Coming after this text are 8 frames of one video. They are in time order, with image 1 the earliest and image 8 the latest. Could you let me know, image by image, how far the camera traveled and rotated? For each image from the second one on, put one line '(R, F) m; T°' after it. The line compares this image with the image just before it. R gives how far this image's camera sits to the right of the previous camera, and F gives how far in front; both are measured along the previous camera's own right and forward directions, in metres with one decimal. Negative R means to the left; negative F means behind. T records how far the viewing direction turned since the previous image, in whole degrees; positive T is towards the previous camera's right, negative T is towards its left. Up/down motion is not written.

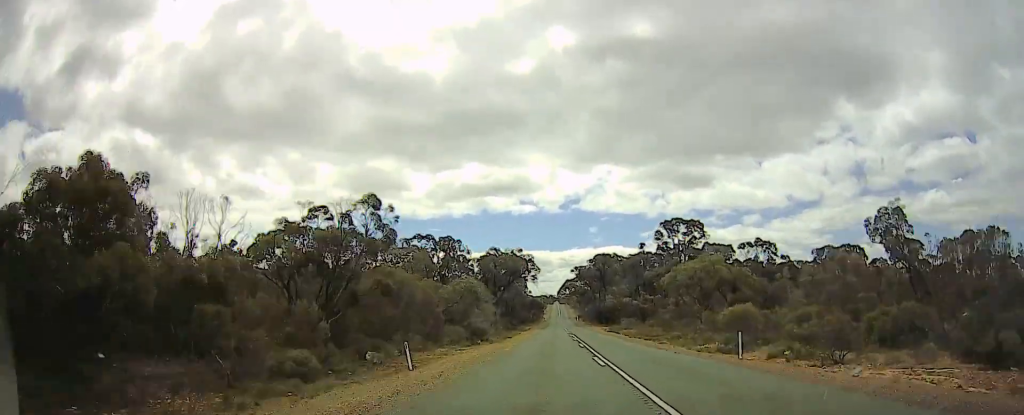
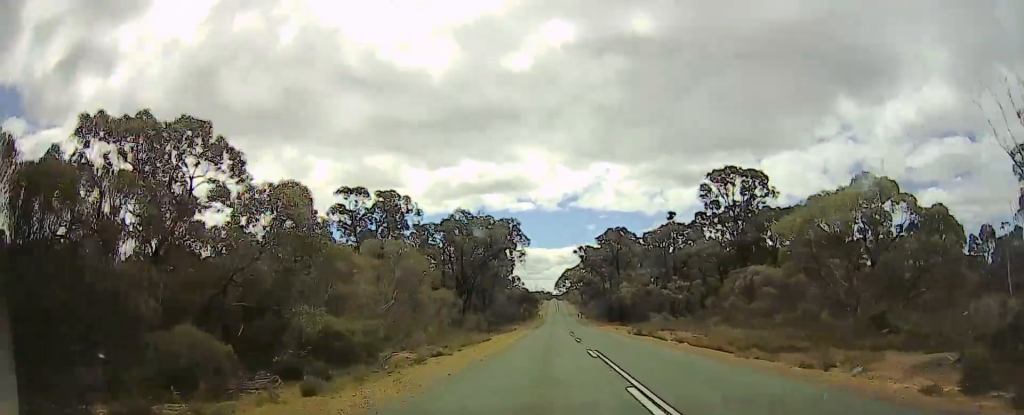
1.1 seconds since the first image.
(+0.1, +34.0) m; +1°
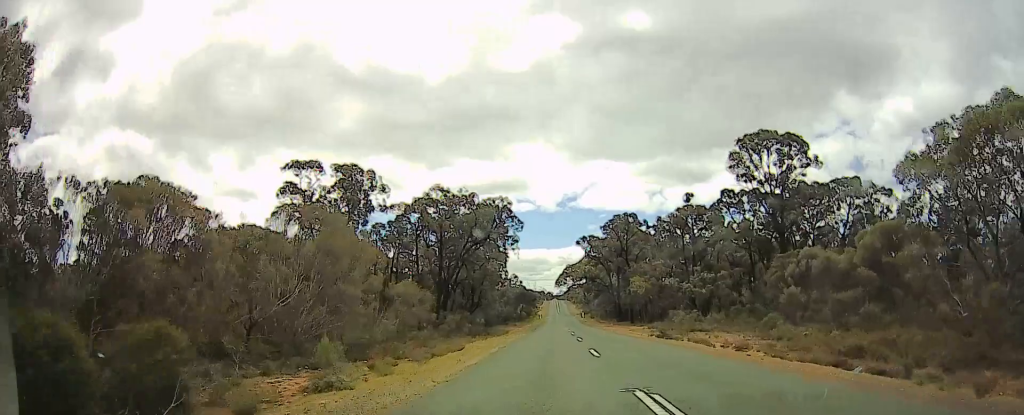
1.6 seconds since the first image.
(-0.2, +13.0) m; +1°
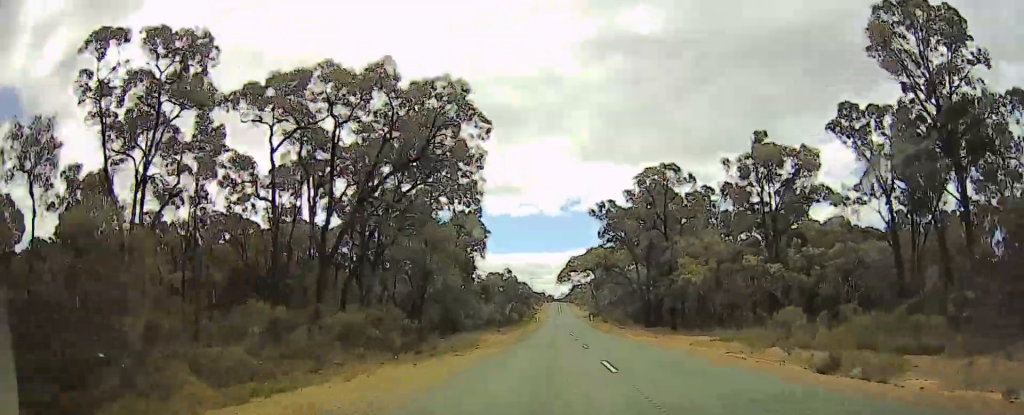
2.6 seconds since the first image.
(+0.7, +28.8) m; 0°
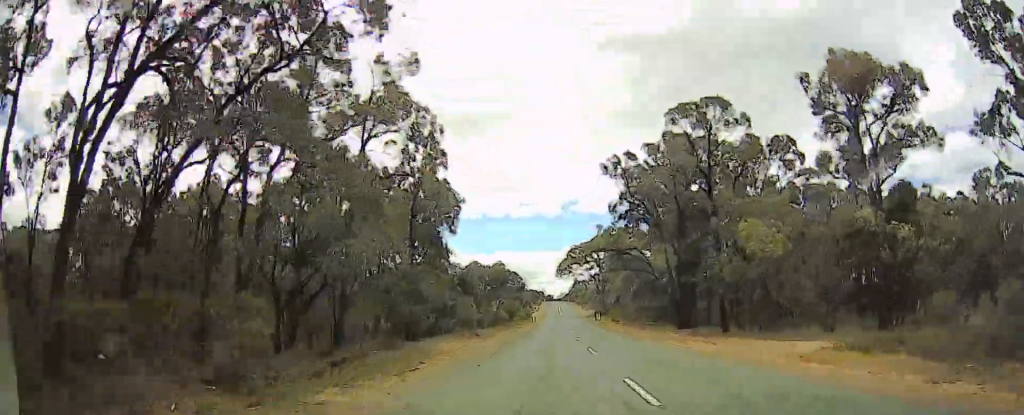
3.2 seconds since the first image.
(-0.5, +16.6) m; -1°
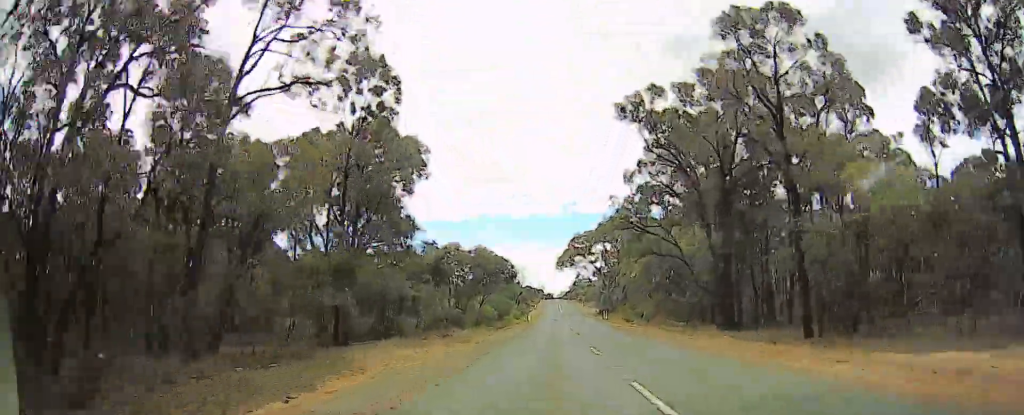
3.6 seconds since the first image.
(-0.2, +12.8) m; -1°
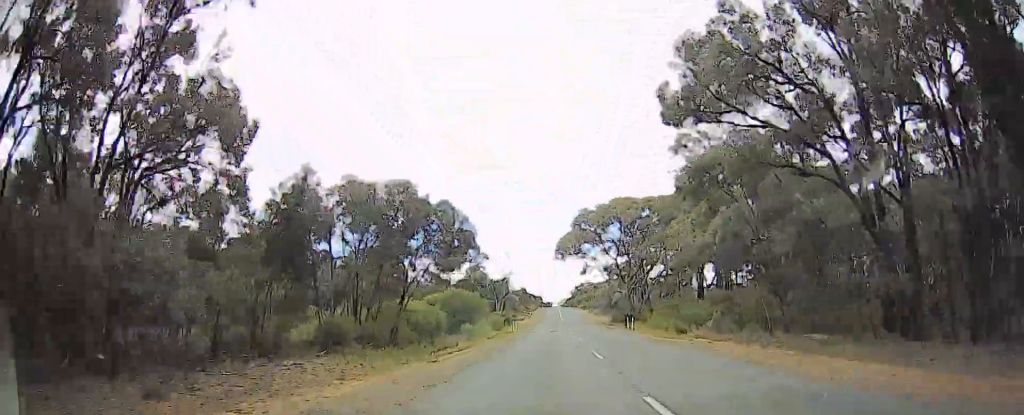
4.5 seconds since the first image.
(0.0, +23.0) m; 0°
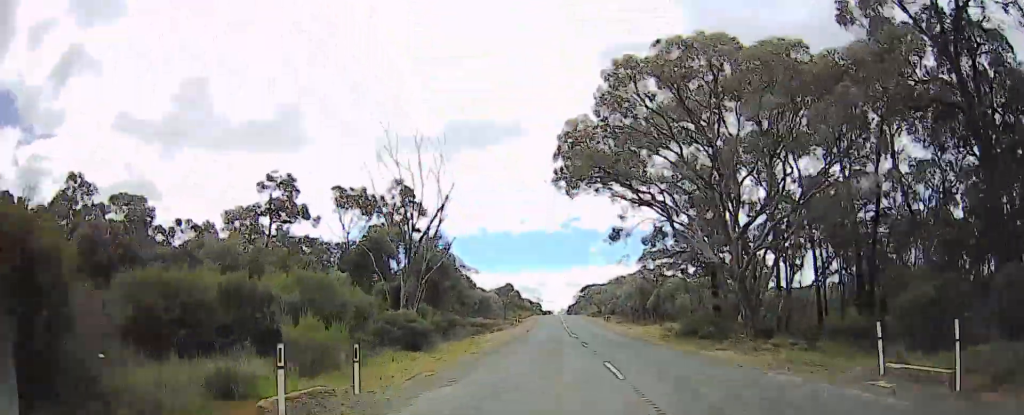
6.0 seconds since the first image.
(+0.3, +34.1) m; +1°
